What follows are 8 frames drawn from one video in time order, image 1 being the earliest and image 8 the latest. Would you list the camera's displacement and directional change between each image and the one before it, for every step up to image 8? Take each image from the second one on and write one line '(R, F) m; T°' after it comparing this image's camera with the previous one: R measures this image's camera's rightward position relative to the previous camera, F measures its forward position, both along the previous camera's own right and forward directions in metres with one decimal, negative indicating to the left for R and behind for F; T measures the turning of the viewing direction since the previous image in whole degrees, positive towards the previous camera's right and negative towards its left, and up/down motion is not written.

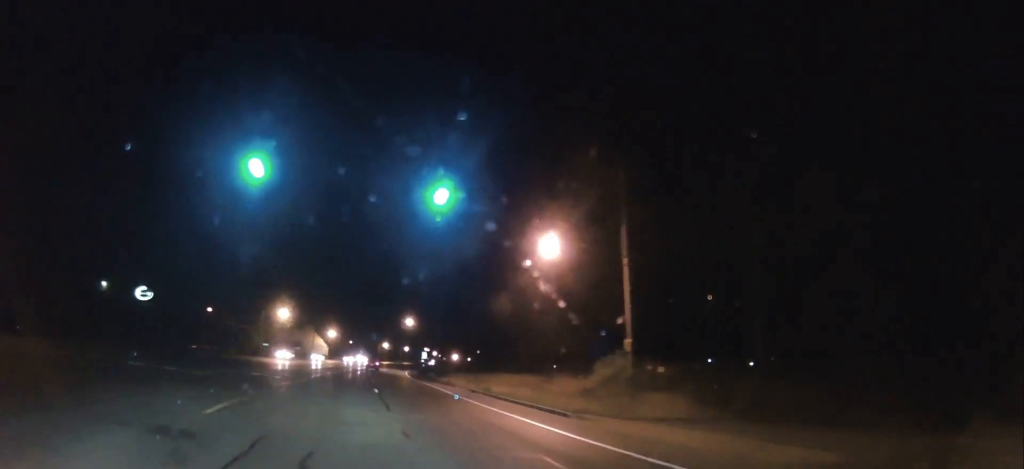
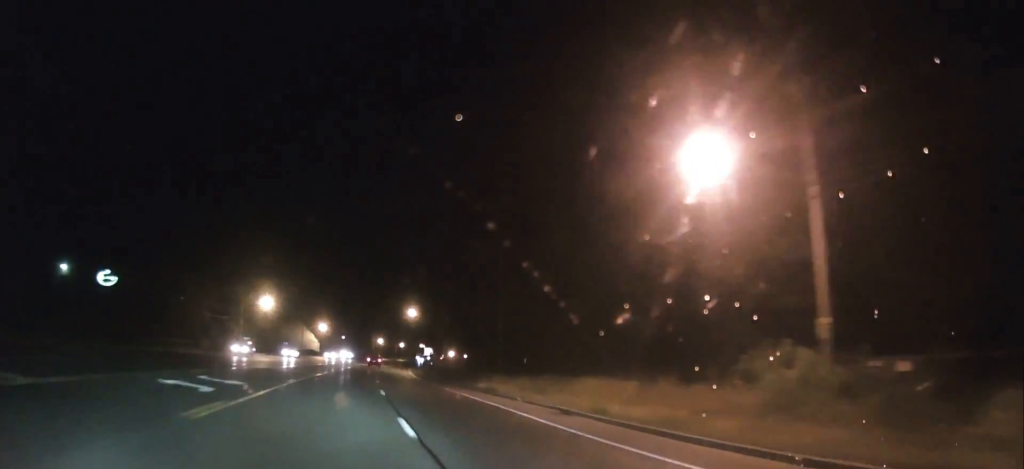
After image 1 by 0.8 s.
(+0.3, +15.7) m; +1°
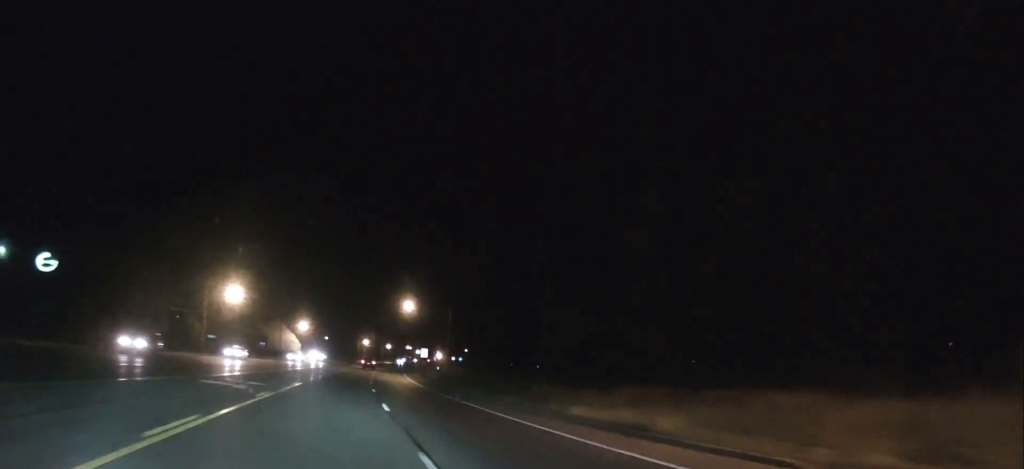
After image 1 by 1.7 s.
(+0.1, +17.1) m; 0°
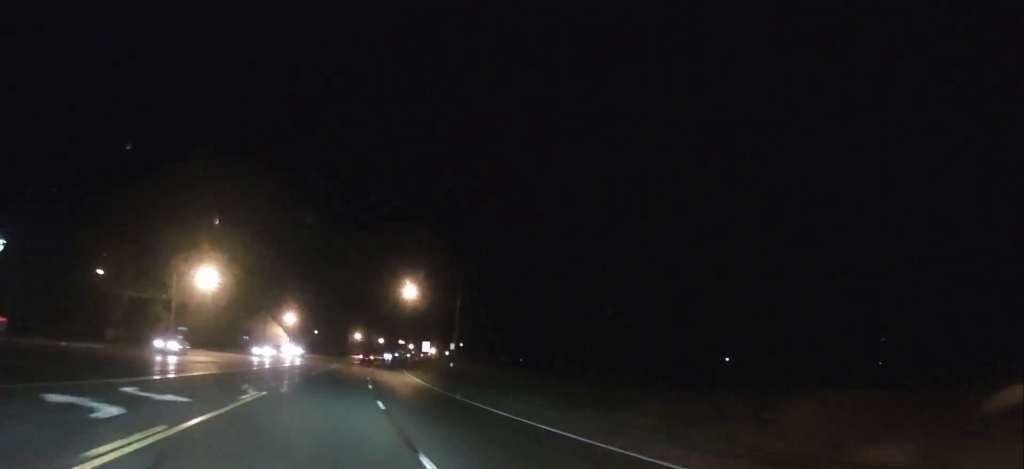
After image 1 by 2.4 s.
(-0.4, +12.0) m; 0°
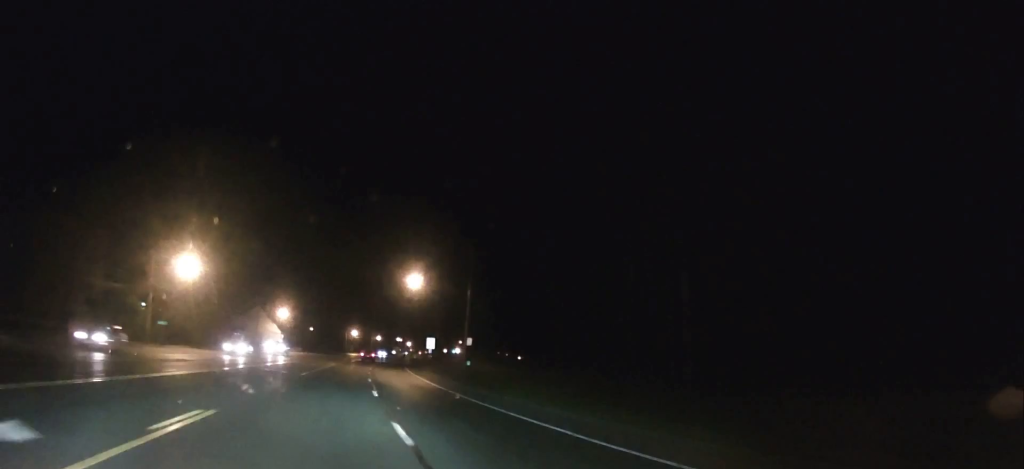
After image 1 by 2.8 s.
(+0.3, +7.7) m; +1°
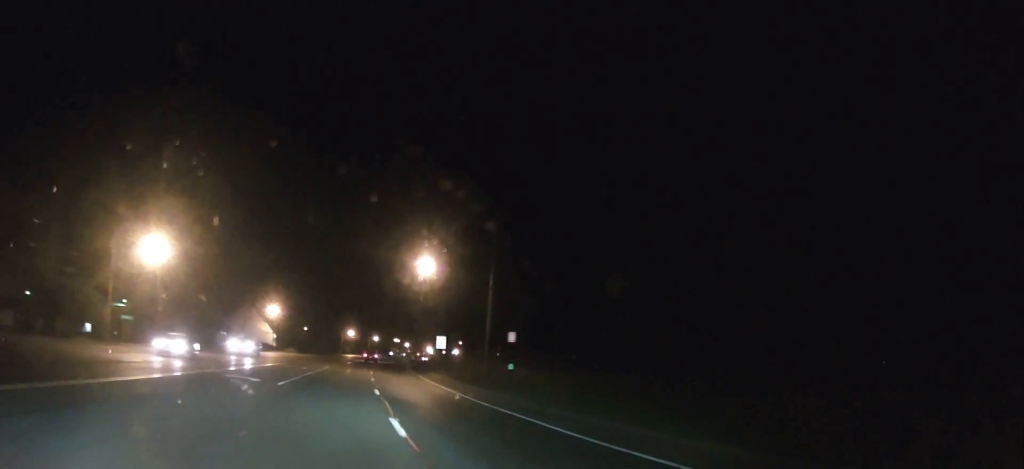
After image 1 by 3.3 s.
(+0.3, +10.9) m; +1°
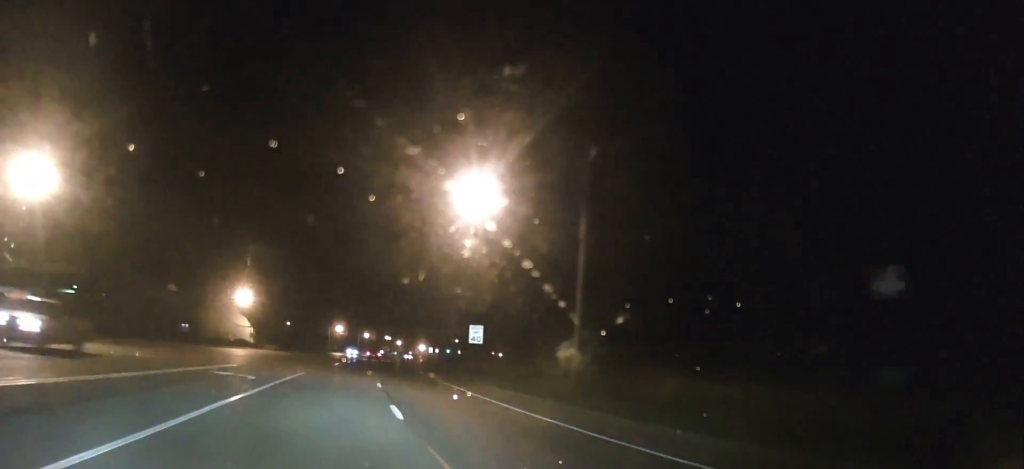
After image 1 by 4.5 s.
(-0.1, +22.2) m; +1°
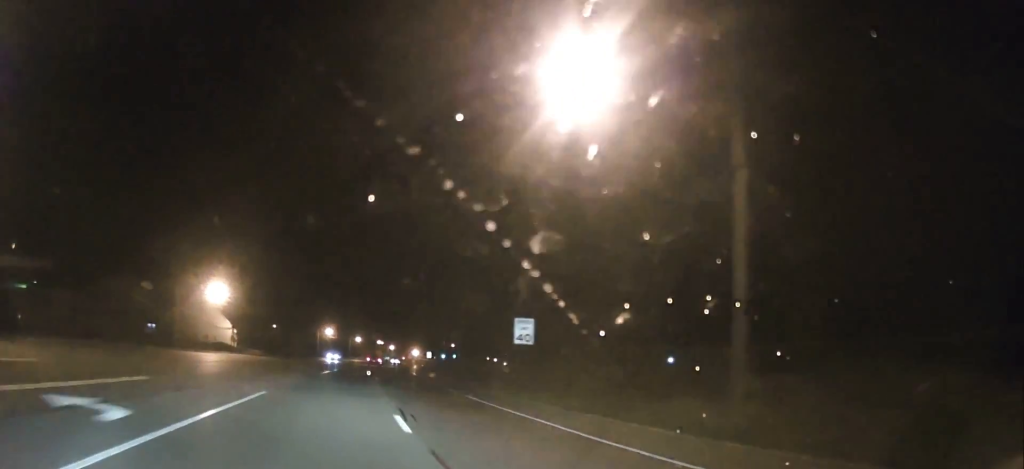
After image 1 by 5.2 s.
(+0.3, +13.8) m; +1°
